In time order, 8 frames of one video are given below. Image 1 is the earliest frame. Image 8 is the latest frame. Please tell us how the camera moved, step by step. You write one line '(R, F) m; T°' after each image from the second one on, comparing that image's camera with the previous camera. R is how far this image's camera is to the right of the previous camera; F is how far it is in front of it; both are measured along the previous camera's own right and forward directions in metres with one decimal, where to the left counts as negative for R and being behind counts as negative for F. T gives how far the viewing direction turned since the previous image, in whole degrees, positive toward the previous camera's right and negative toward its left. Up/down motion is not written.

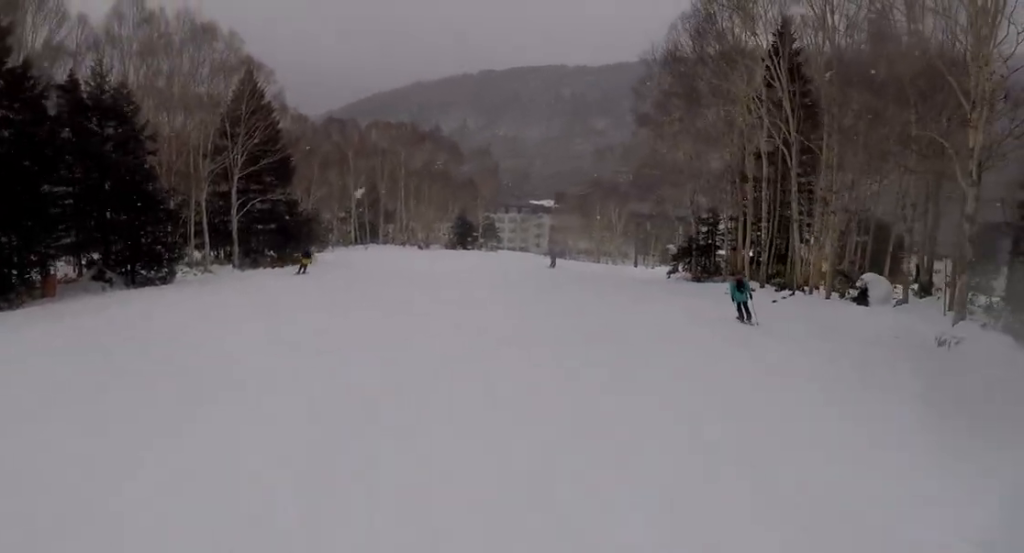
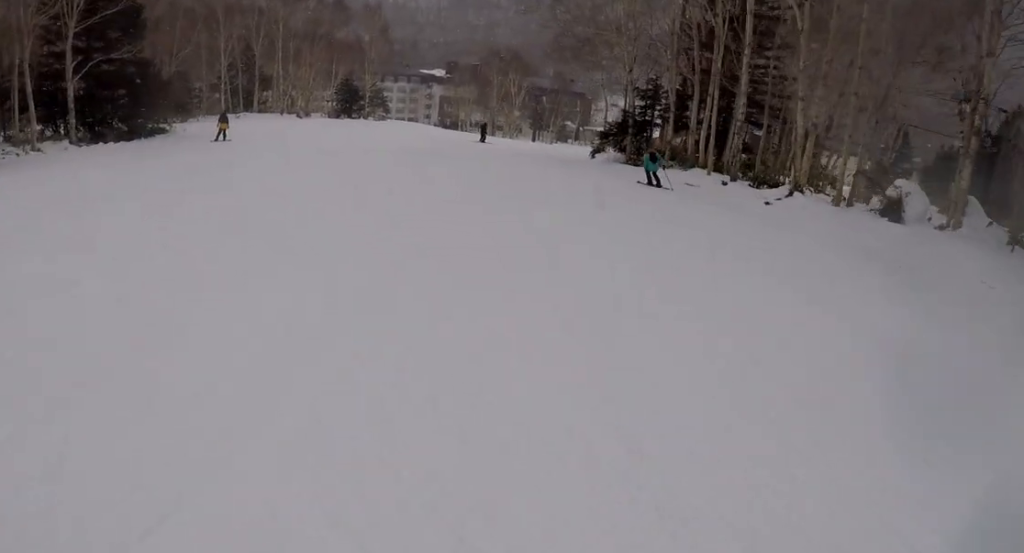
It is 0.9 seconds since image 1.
(+0.6, +7.0) m; +8°
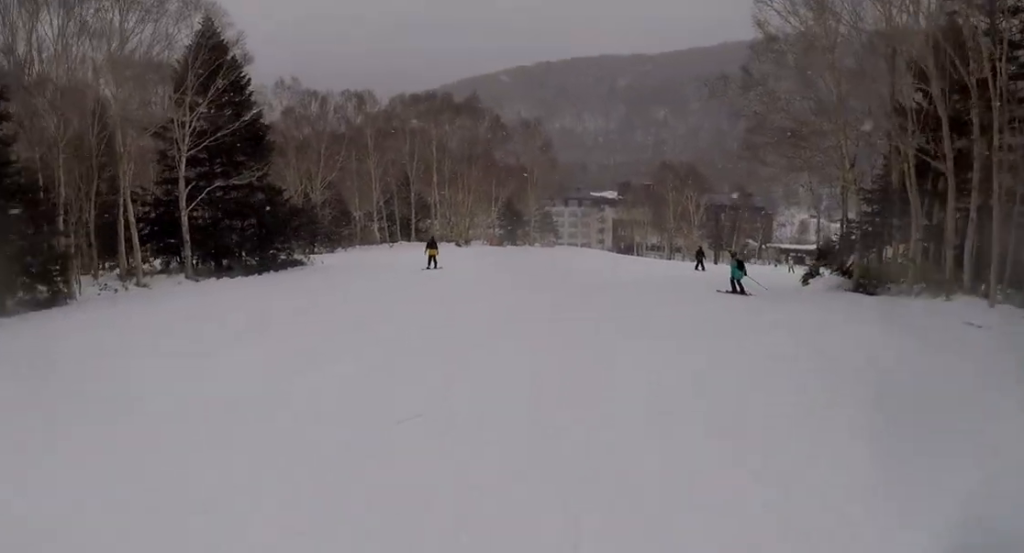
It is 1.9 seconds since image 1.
(+0.7, +7.1) m; -4°
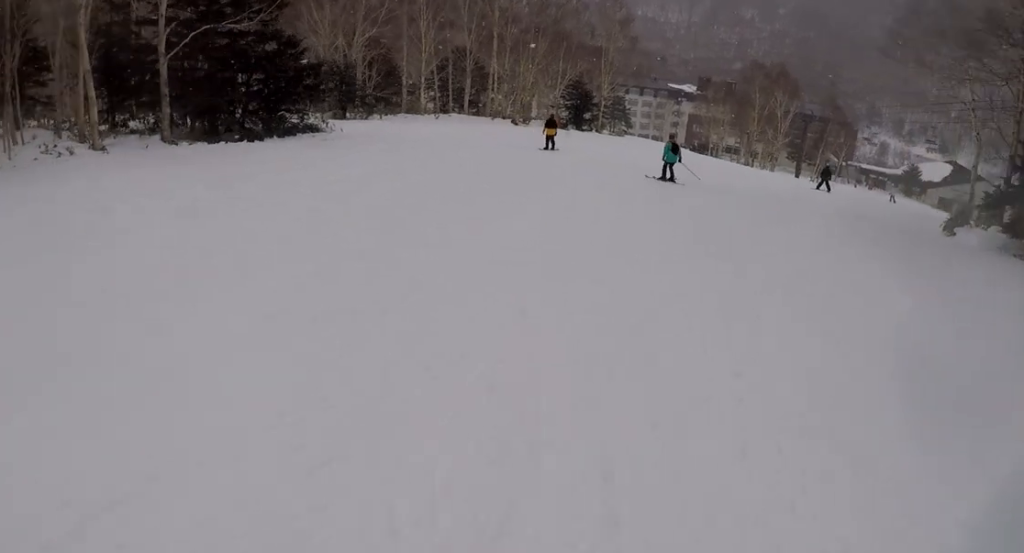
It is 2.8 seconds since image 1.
(-1.3, +7.4) m; -10°
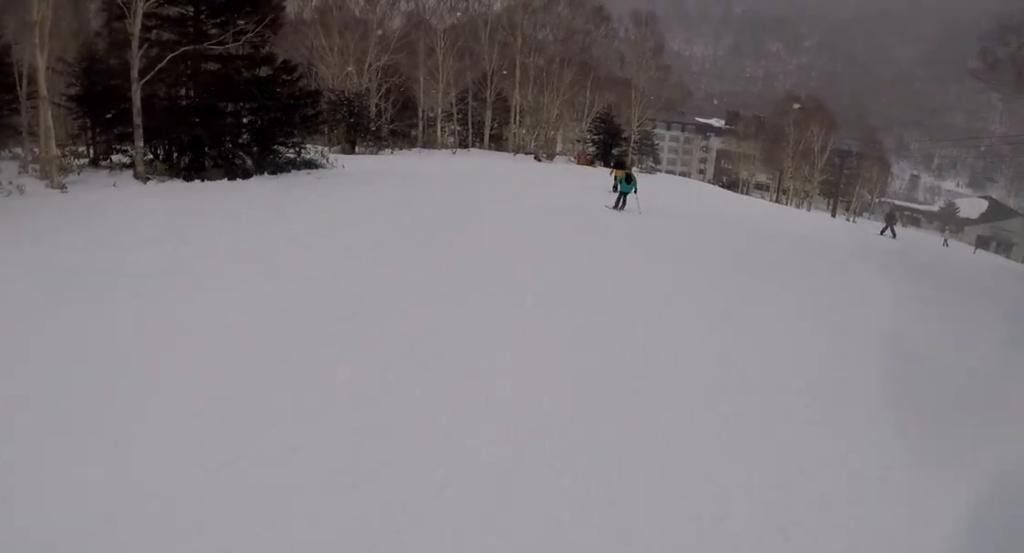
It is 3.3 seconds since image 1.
(0.0, +4.3) m; 0°
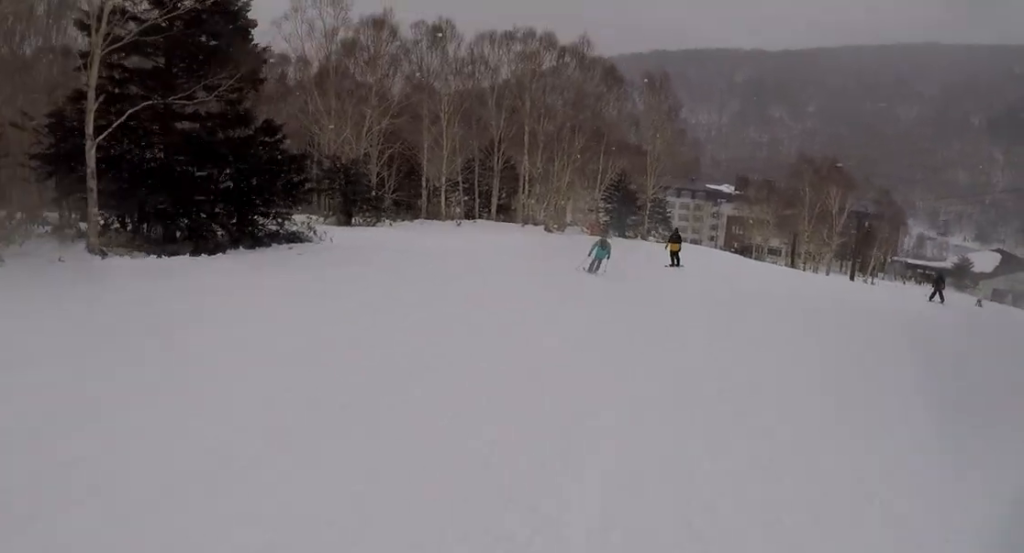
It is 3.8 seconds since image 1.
(0.0, +3.9) m; +3°
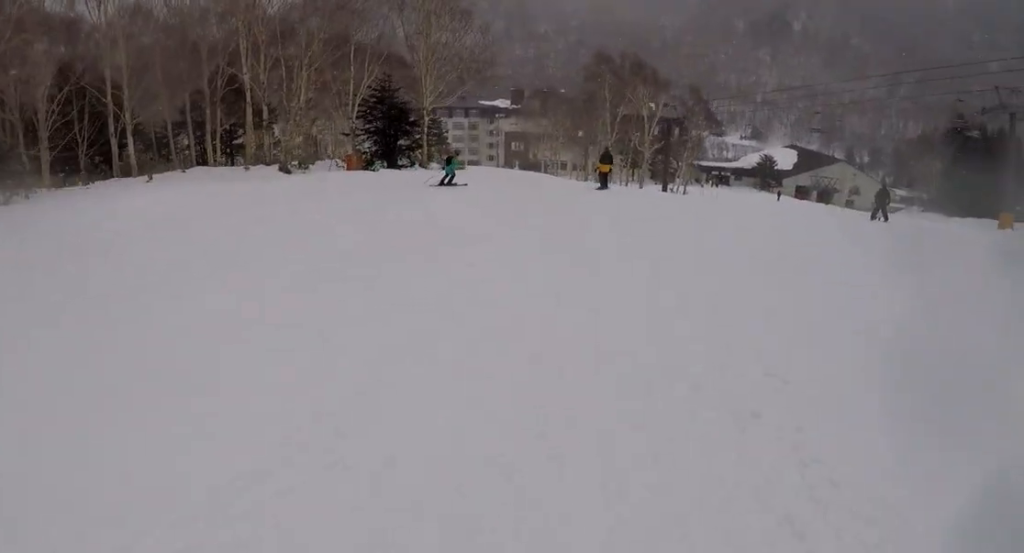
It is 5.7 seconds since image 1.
(+3.3, +13.8) m; +26°
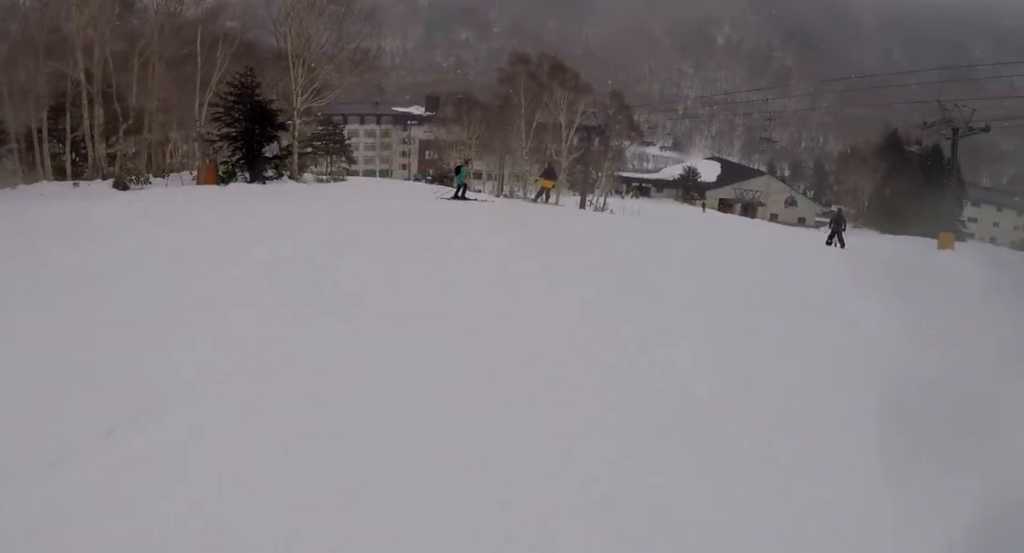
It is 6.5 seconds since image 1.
(-0.1, +6.3) m; +6°
